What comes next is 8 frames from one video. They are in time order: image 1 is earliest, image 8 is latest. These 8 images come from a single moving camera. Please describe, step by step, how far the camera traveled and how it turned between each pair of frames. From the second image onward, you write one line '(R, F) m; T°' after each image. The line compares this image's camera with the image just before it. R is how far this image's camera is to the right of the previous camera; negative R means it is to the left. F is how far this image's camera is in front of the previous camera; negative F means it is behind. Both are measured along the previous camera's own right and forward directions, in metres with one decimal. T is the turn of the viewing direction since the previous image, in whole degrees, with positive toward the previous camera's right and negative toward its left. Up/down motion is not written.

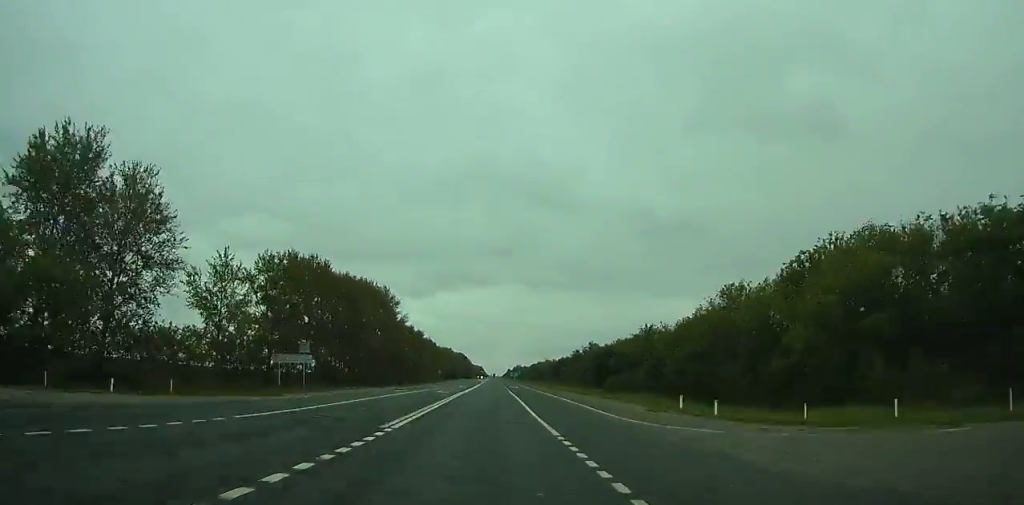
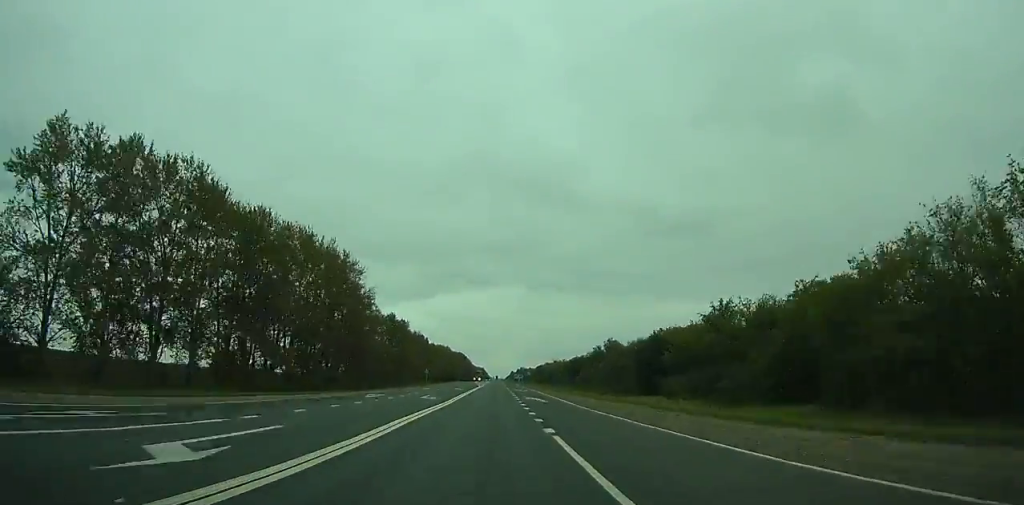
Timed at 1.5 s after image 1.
(+0.1, +40.7) m; 0°
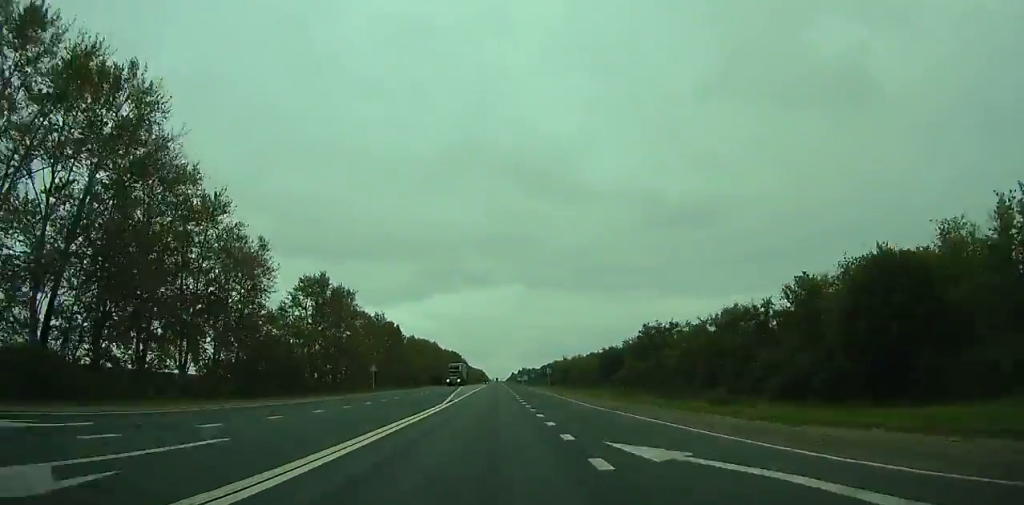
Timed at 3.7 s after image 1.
(0.0, +59.6) m; 0°
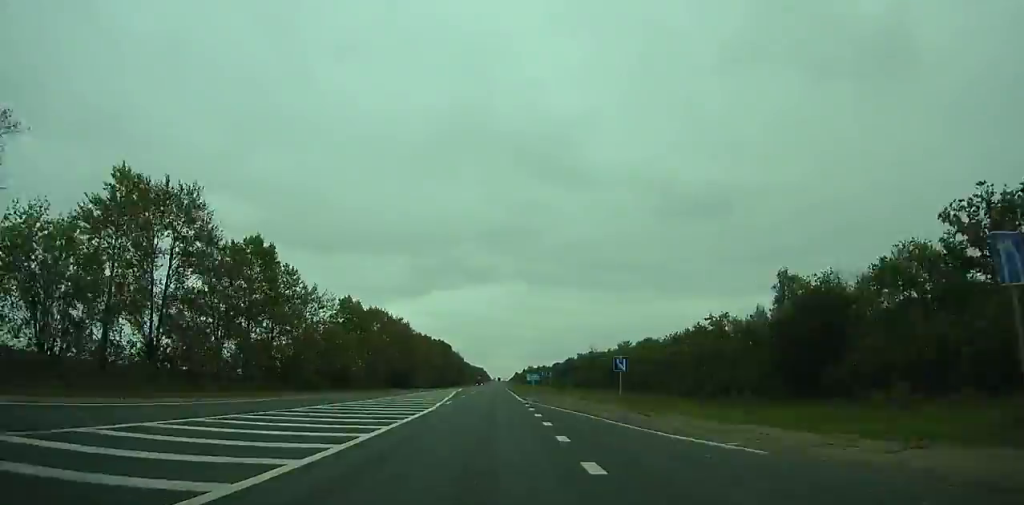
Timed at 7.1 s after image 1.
(-0.3, +91.6) m; 0°
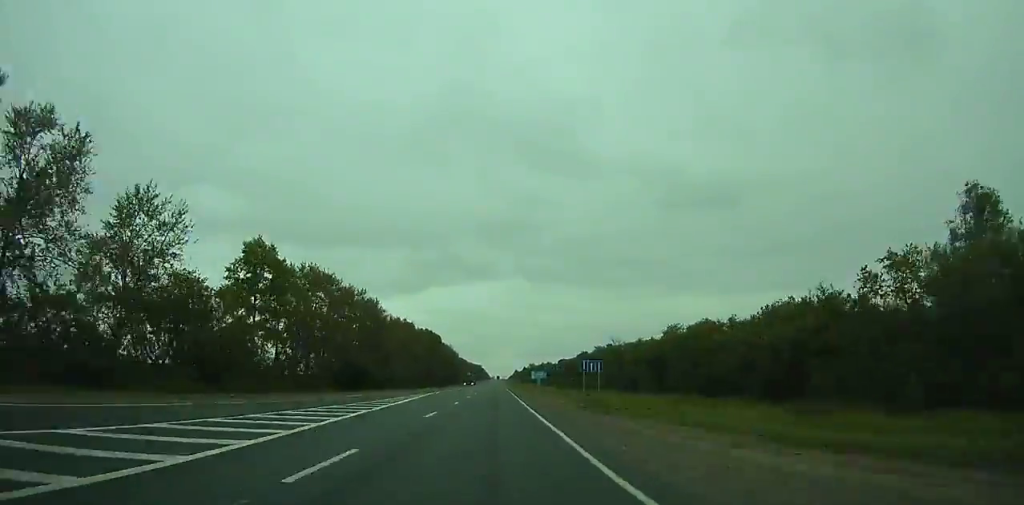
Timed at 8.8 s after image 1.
(+0.1, +45.6) m; 0°
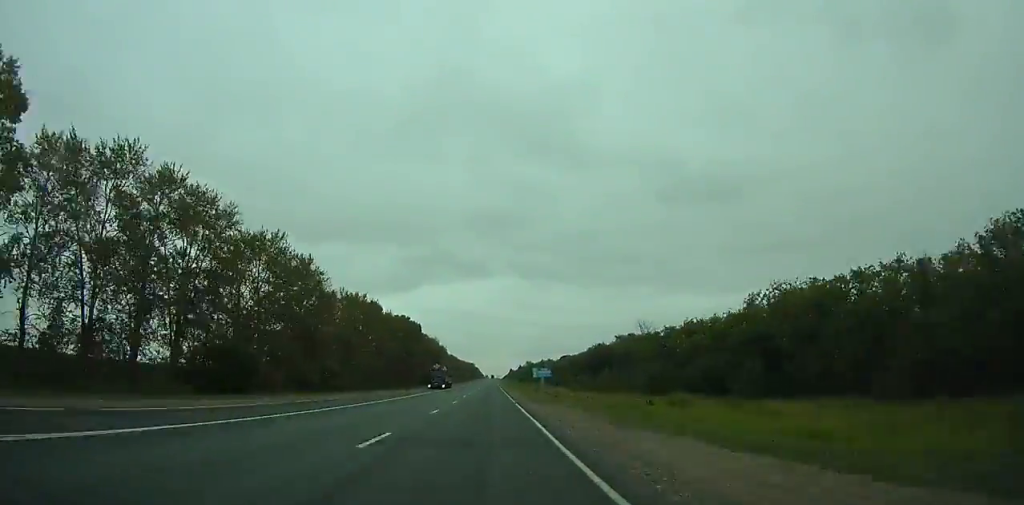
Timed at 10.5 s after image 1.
(0.0, +45.1) m; 0°
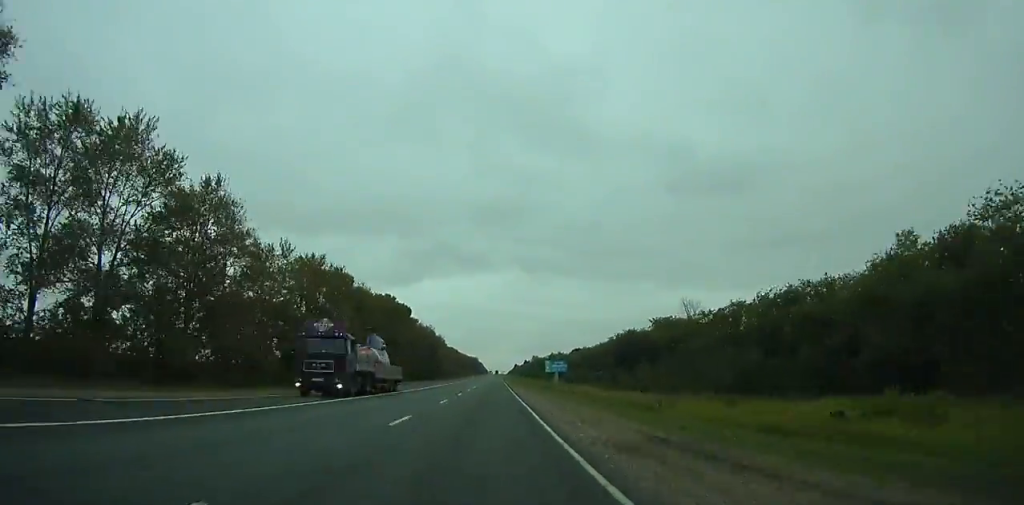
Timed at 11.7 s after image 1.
(0.0, +31.8) m; 0°
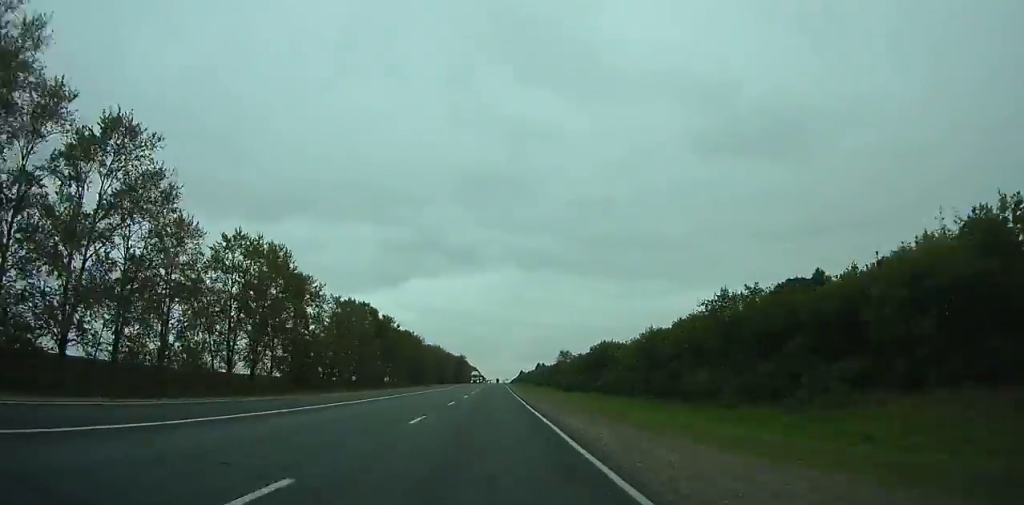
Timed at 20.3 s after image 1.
(+16.6, +224.3) m; +2°
